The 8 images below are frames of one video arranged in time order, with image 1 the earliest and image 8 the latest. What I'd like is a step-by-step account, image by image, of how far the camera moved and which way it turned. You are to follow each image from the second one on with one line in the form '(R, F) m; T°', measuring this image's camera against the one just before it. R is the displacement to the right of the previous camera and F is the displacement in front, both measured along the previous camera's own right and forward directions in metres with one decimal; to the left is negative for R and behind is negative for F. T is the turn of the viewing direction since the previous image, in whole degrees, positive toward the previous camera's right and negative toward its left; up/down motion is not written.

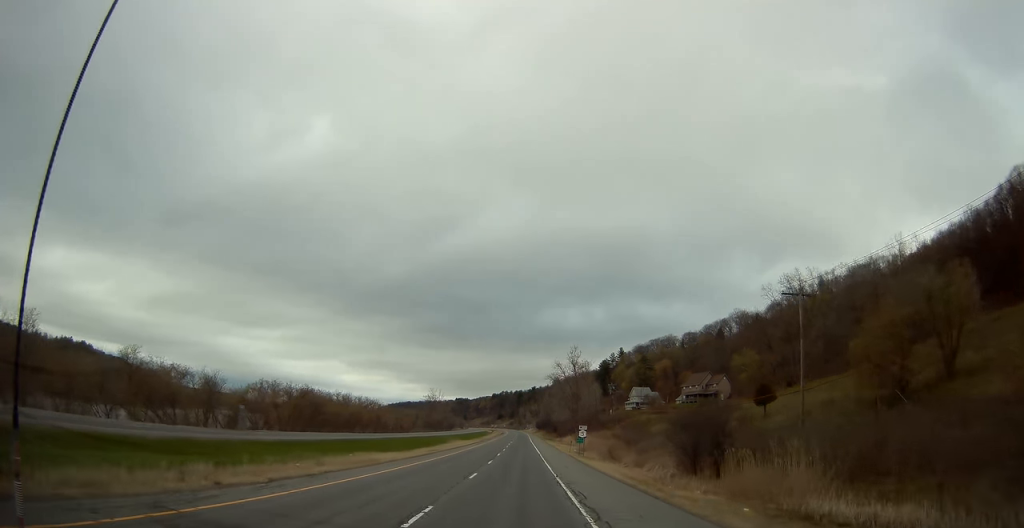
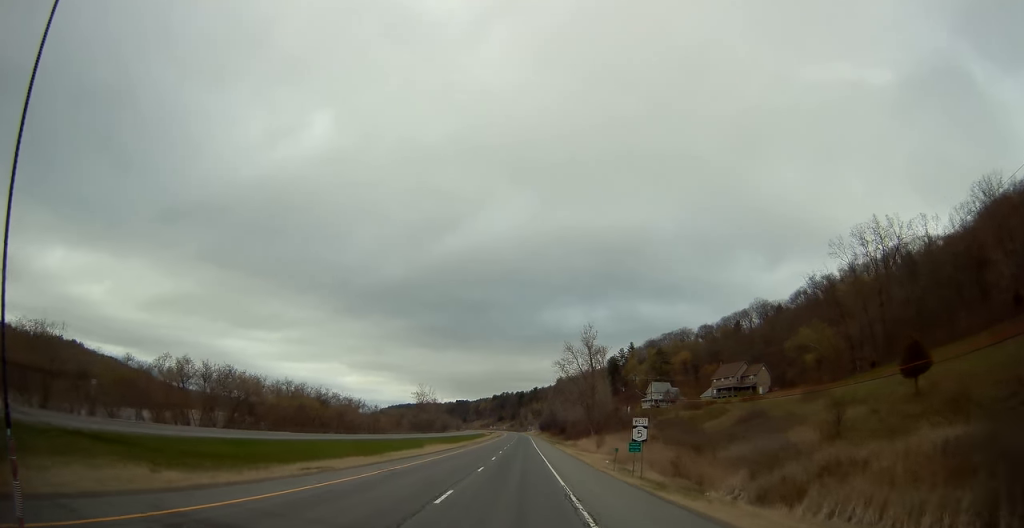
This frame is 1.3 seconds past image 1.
(-0.4, +33.1) m; -1°
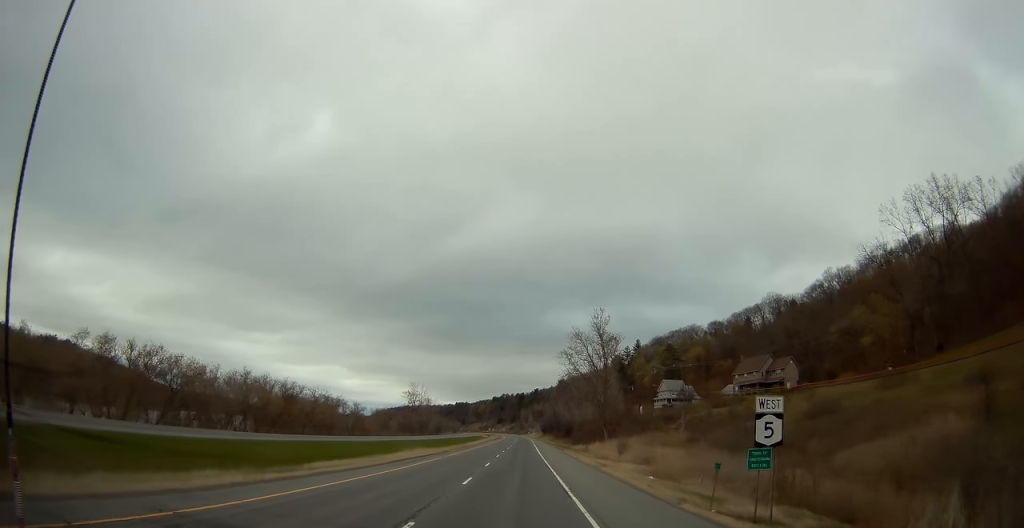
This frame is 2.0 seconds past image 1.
(+0.1, +18.5) m; +1°
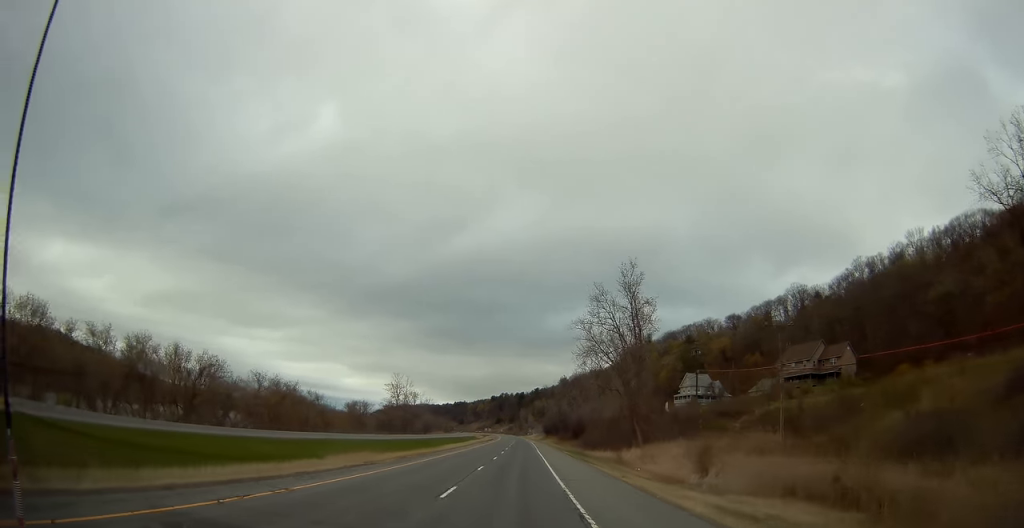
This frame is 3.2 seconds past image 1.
(+0.3, +29.4) m; 0°
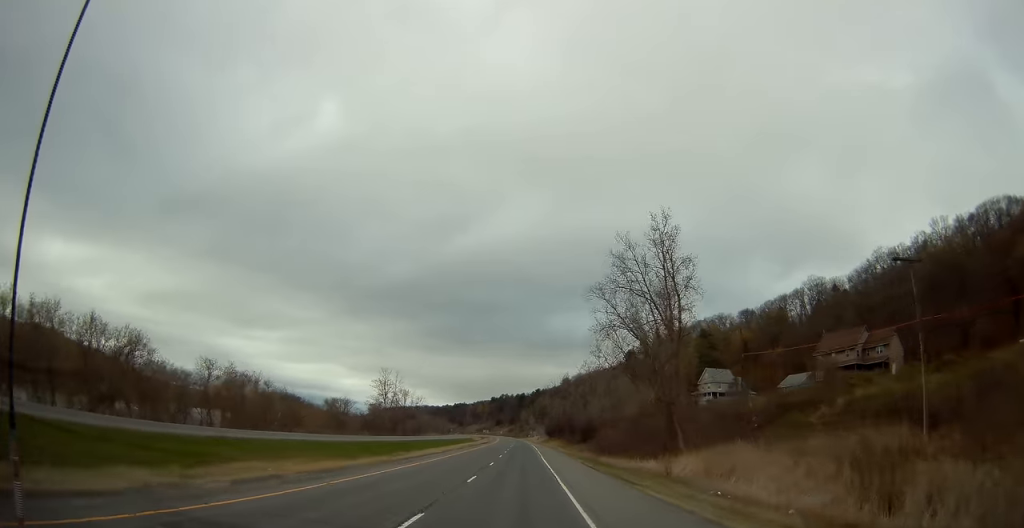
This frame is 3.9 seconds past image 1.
(-0.2, +18.4) m; 0°
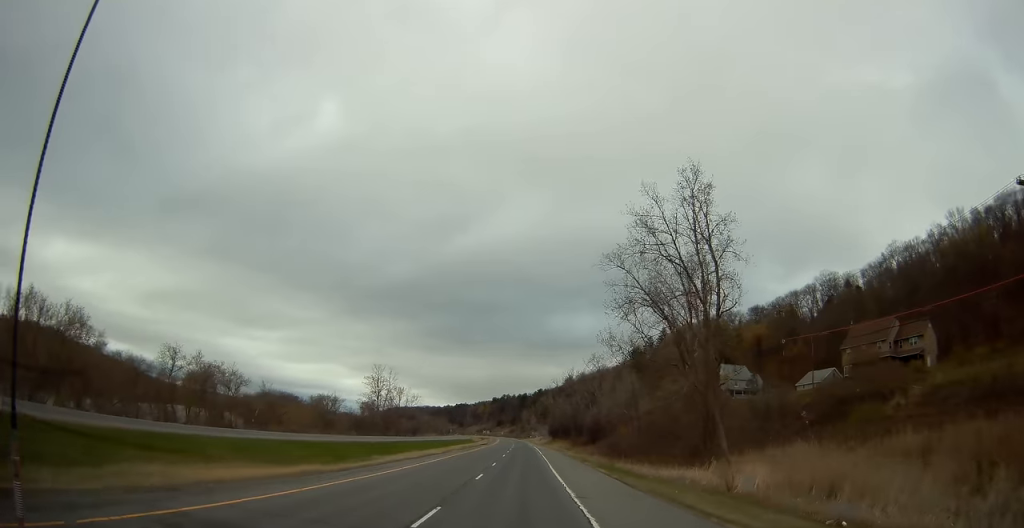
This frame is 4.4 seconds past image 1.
(0.0, +10.9) m; 0°
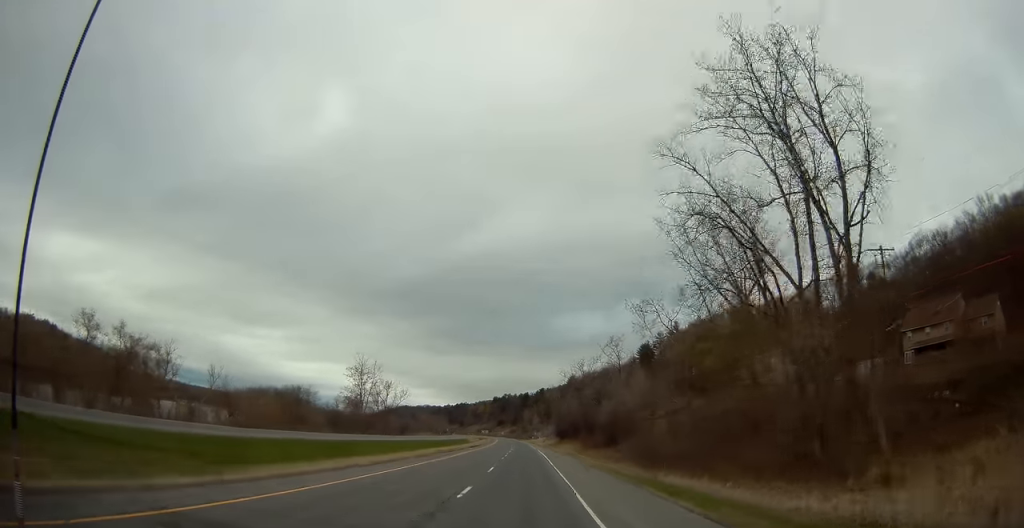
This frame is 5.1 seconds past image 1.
(+0.1, +19.1) m; -1°
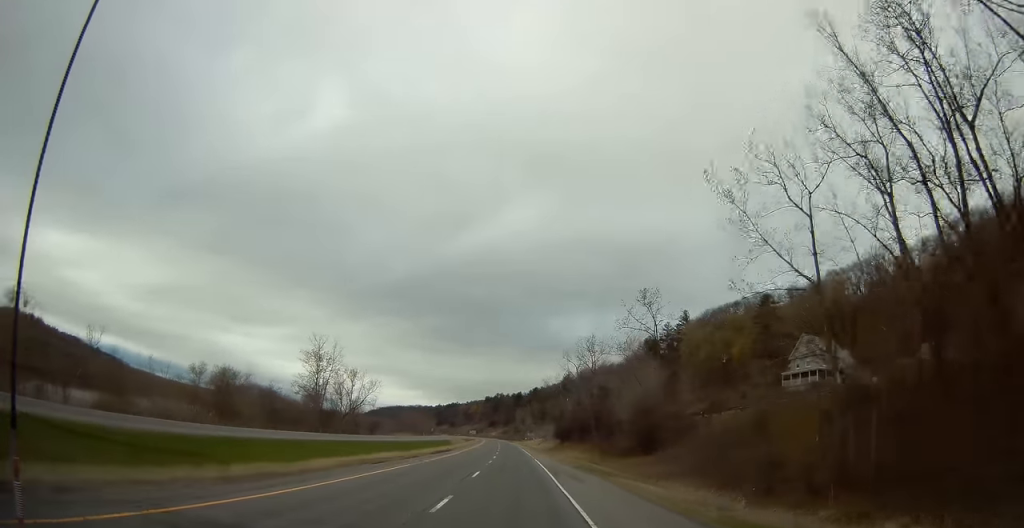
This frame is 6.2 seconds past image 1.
(-0.3, +27.5) m; +1°
